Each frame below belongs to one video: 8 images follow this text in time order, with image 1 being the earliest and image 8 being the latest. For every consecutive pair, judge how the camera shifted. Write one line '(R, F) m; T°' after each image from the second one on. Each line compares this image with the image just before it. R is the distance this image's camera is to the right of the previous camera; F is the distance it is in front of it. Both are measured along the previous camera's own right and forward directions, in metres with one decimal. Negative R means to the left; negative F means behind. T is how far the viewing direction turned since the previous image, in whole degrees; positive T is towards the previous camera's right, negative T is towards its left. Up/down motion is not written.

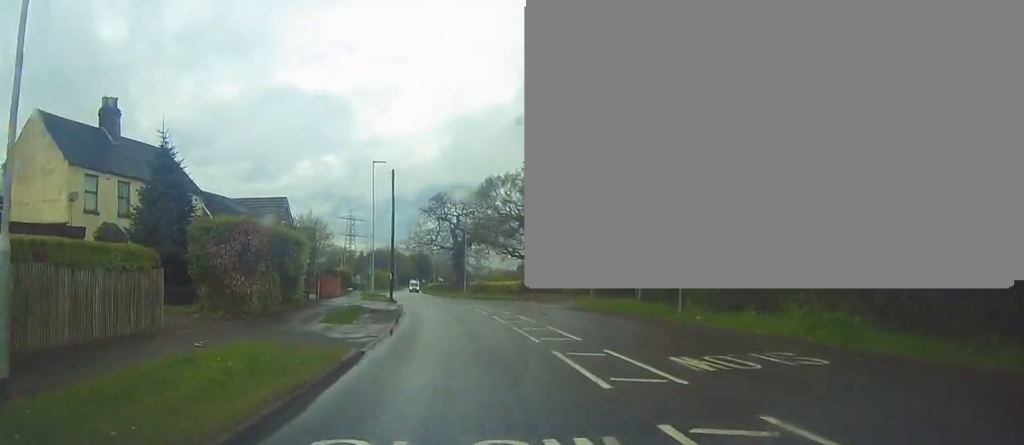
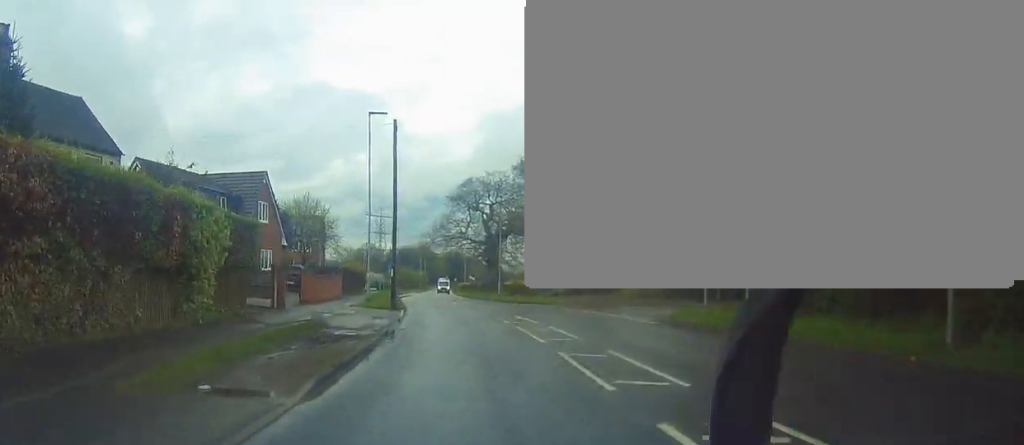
(-0.8, +12.1) m; -5°
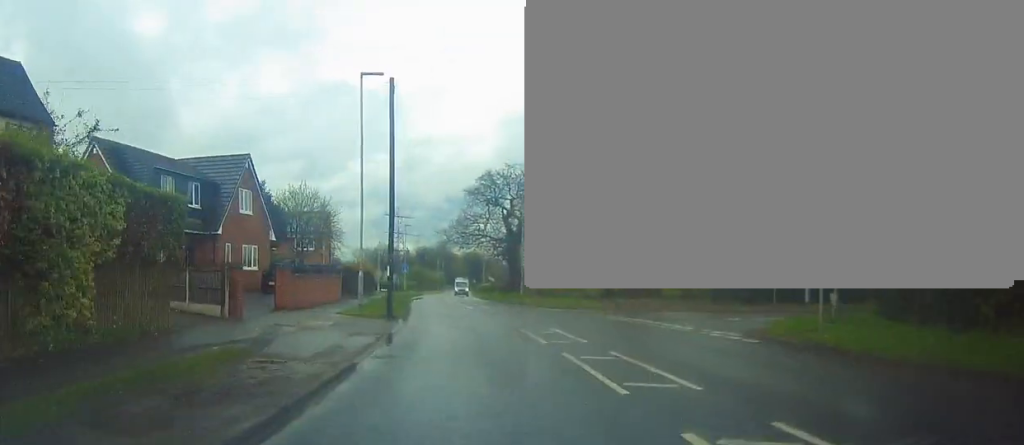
(-0.1, +6.1) m; -1°
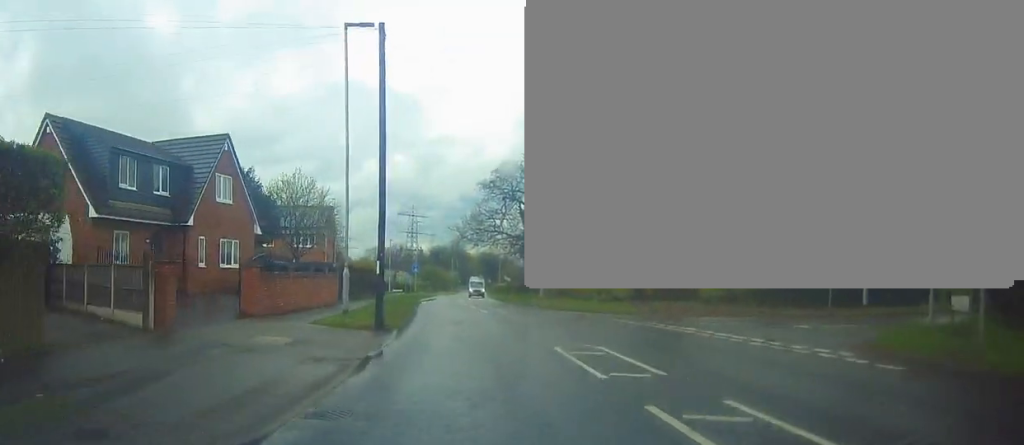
(+0.1, +5.0) m; +1°
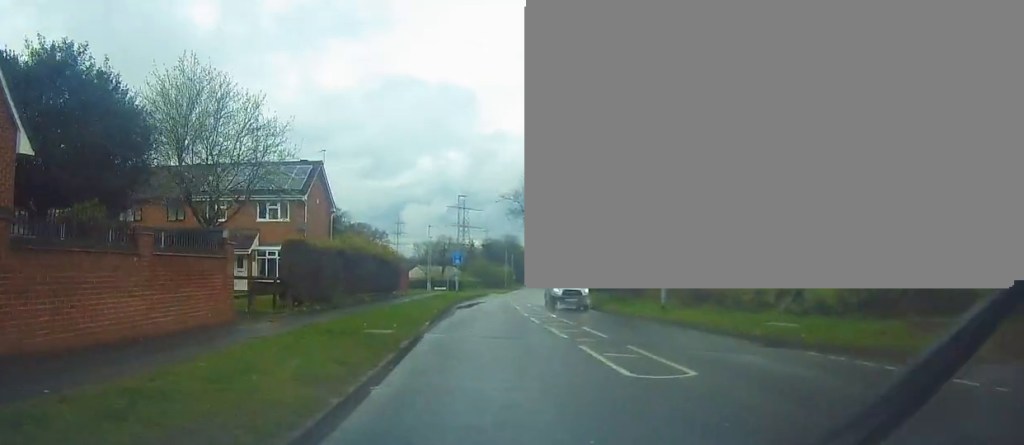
(-0.6, +21.2) m; -4°
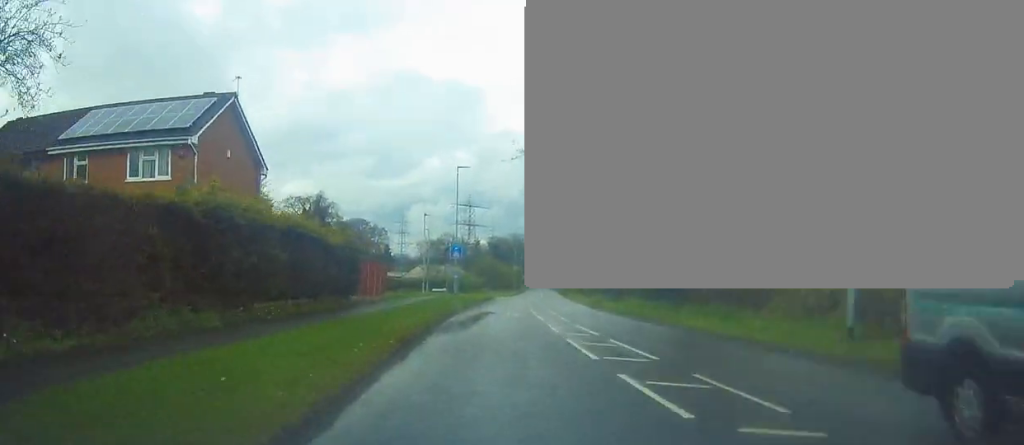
(0.0, +14.5) m; -2°
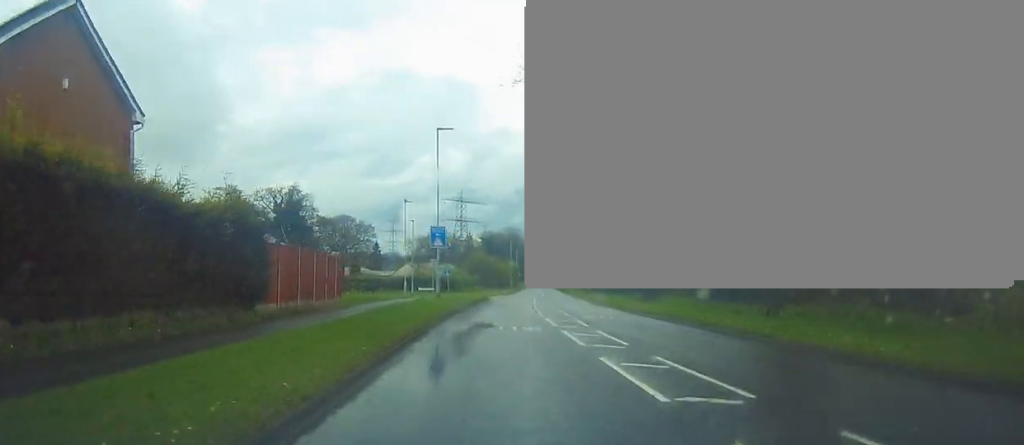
(-0.4, +10.2) m; -1°
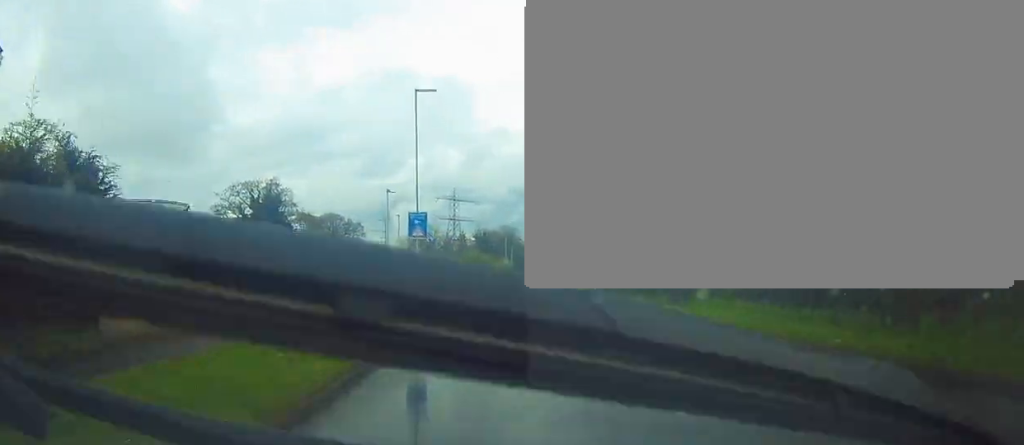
(0.0, +6.8) m; +1°
